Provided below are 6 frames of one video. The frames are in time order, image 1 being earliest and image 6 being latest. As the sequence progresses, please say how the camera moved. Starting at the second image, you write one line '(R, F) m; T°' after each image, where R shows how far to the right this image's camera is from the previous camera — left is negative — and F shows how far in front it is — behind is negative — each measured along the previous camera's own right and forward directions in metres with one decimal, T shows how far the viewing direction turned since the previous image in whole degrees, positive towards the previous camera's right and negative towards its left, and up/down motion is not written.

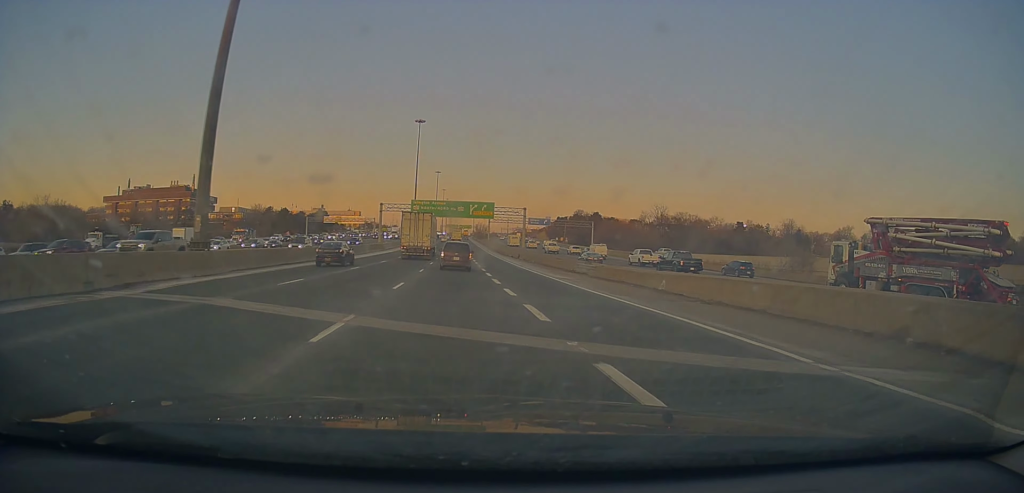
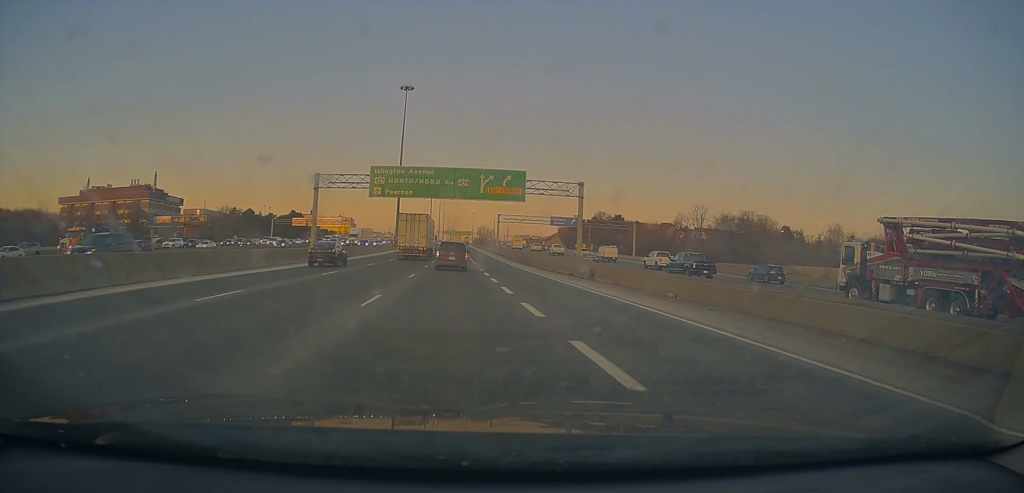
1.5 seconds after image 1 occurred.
(-0.4, +42.6) m; -1°
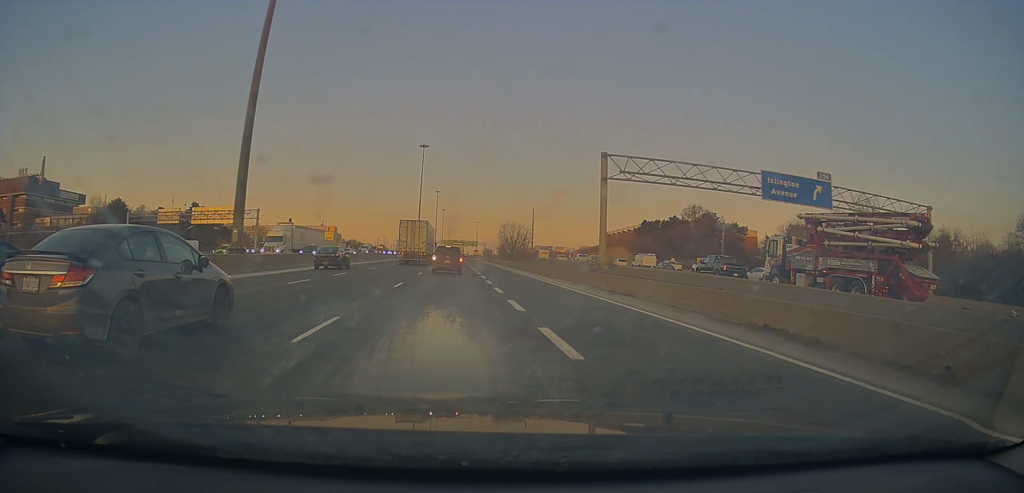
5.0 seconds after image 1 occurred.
(+1.7, +91.1) m; +2°
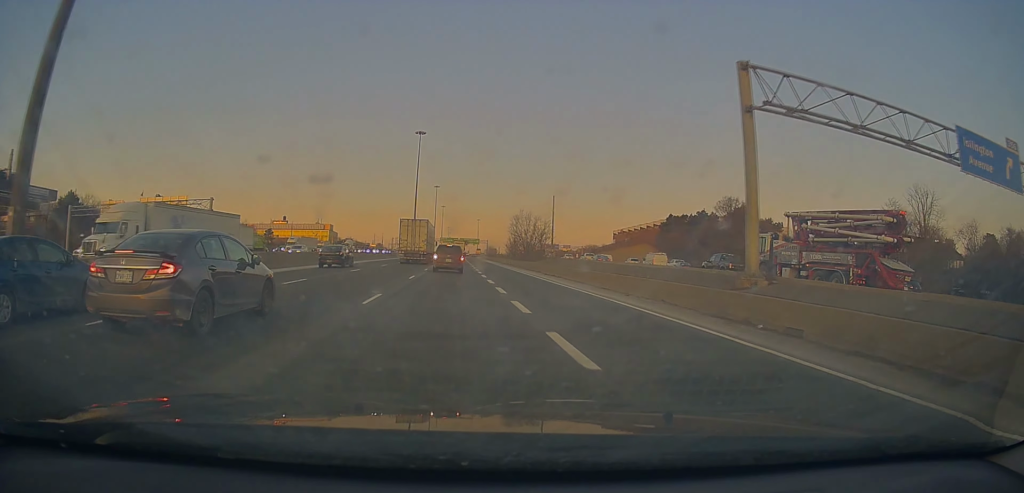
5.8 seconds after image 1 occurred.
(+0.3, +18.9) m; -1°
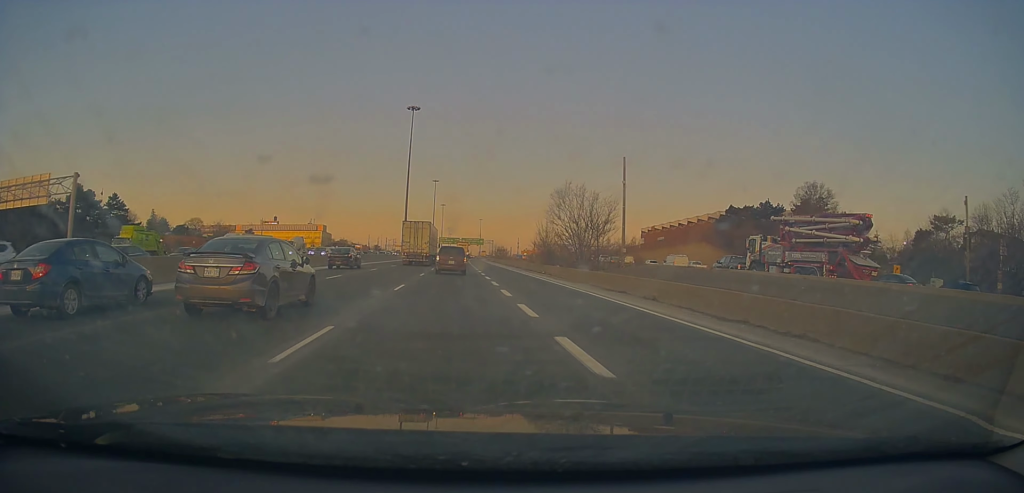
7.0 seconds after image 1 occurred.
(-0.9, +30.8) m; -1°
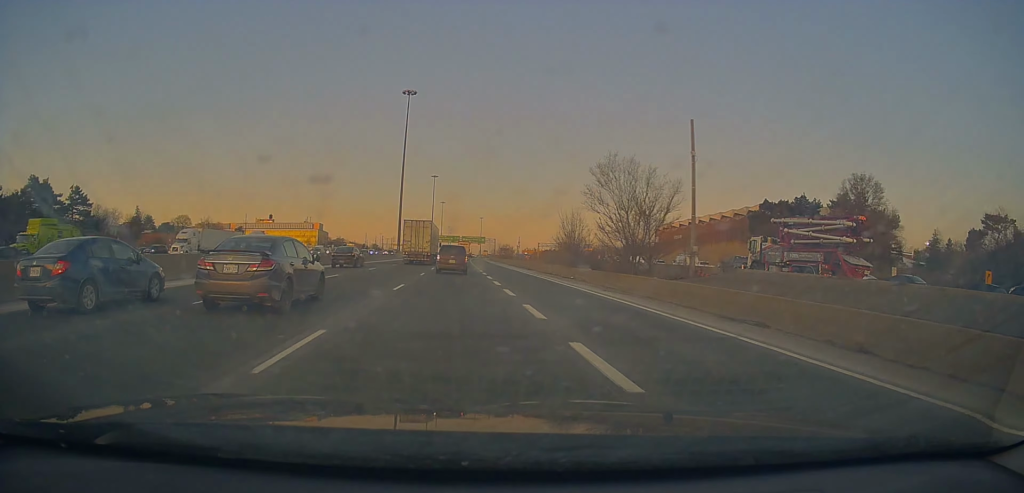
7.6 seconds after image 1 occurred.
(+0.2, +12.7) m; 0°
